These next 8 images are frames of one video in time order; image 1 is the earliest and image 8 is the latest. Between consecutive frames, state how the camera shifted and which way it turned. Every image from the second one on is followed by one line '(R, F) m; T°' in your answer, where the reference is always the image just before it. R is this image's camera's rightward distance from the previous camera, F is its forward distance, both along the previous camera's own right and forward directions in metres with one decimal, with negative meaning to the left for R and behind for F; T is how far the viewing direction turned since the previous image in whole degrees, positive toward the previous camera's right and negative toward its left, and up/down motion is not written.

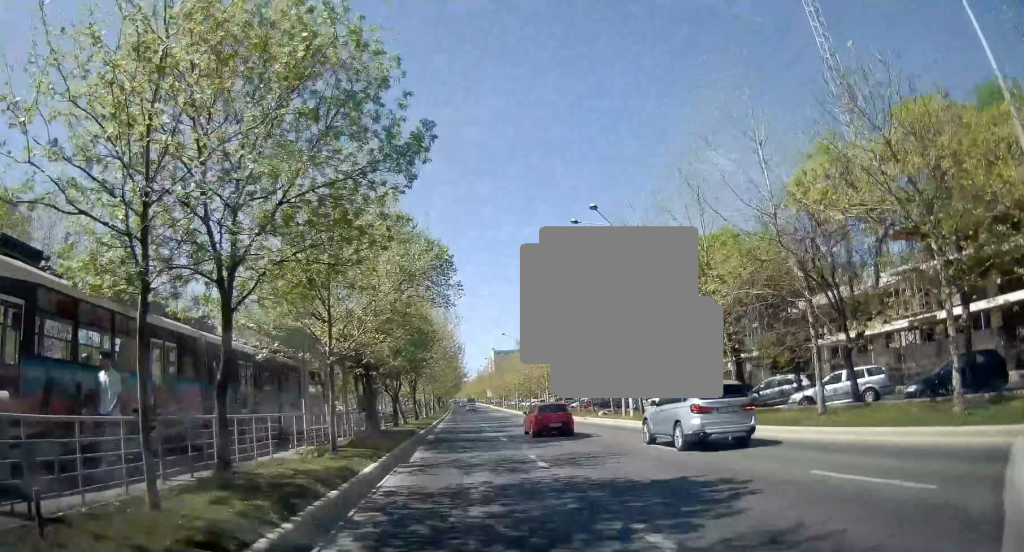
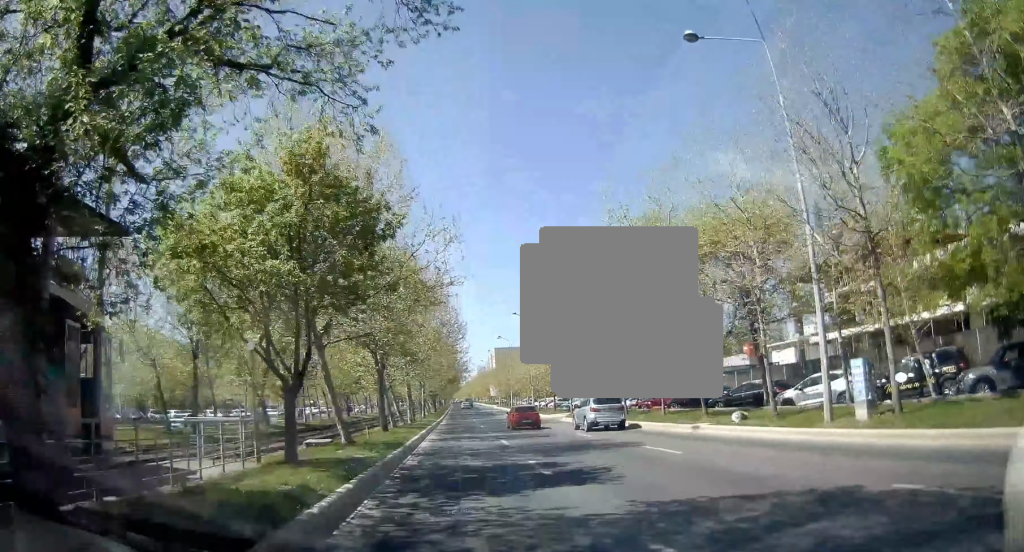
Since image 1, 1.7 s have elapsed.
(-0.1, +20.6) m; 0°
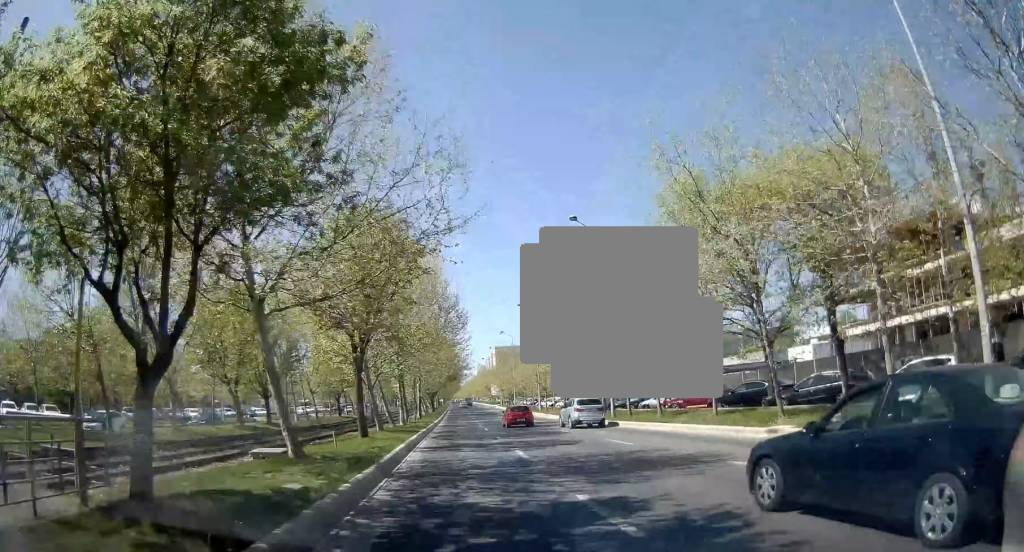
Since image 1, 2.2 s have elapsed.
(0.0, +6.1) m; 0°
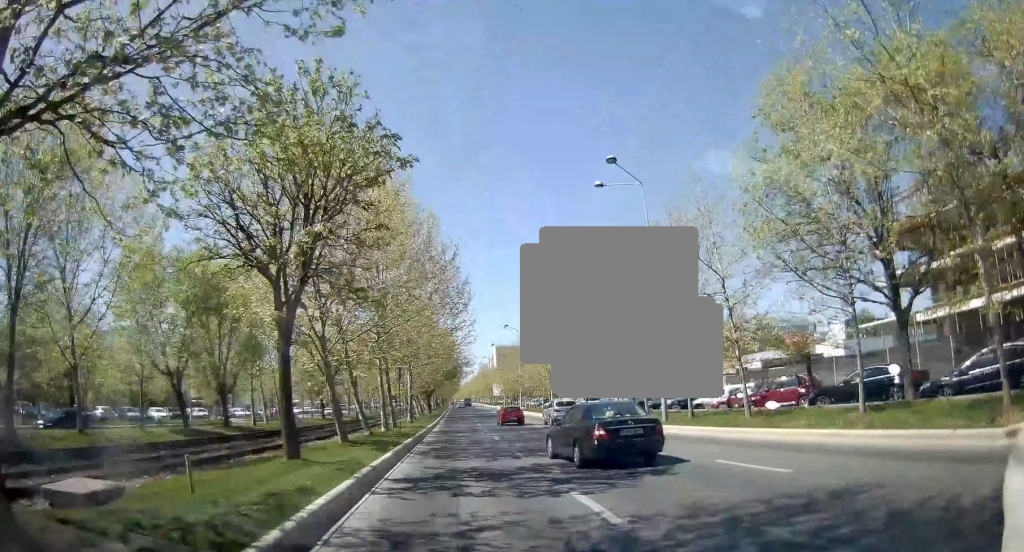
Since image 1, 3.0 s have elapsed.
(0.0, +9.4) m; 0°
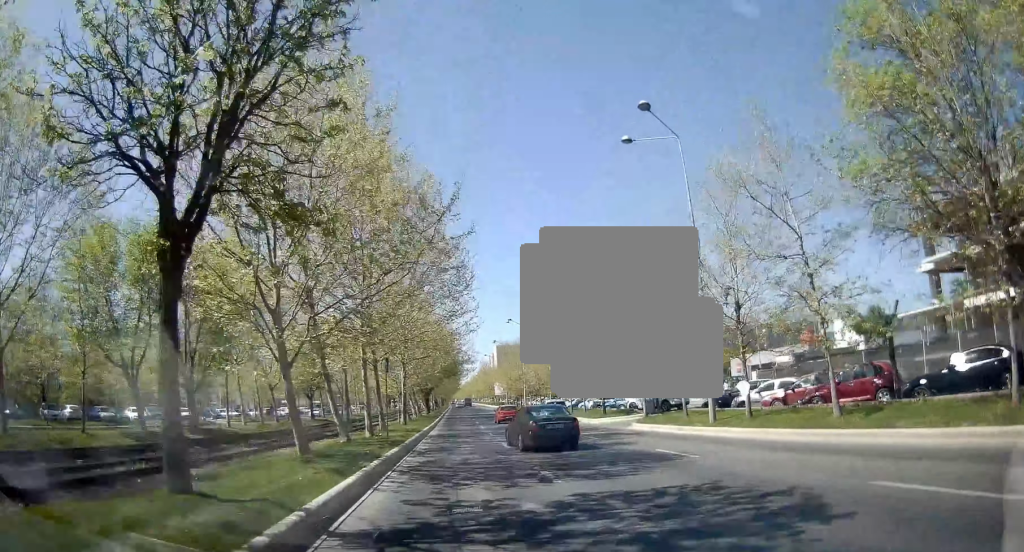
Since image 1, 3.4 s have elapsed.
(0.0, +5.3) m; 0°
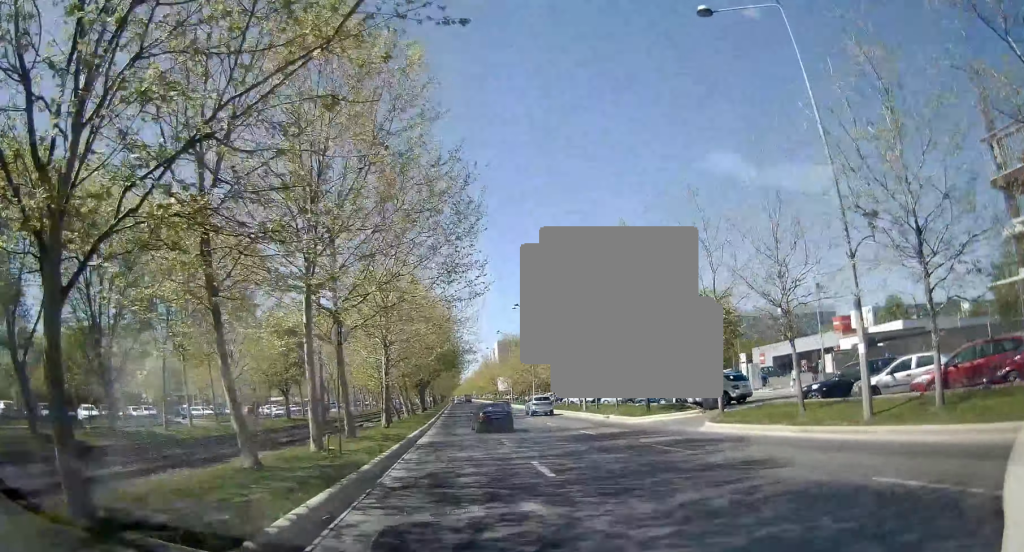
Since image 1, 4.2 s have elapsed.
(+0.1, +9.6) m; +1°
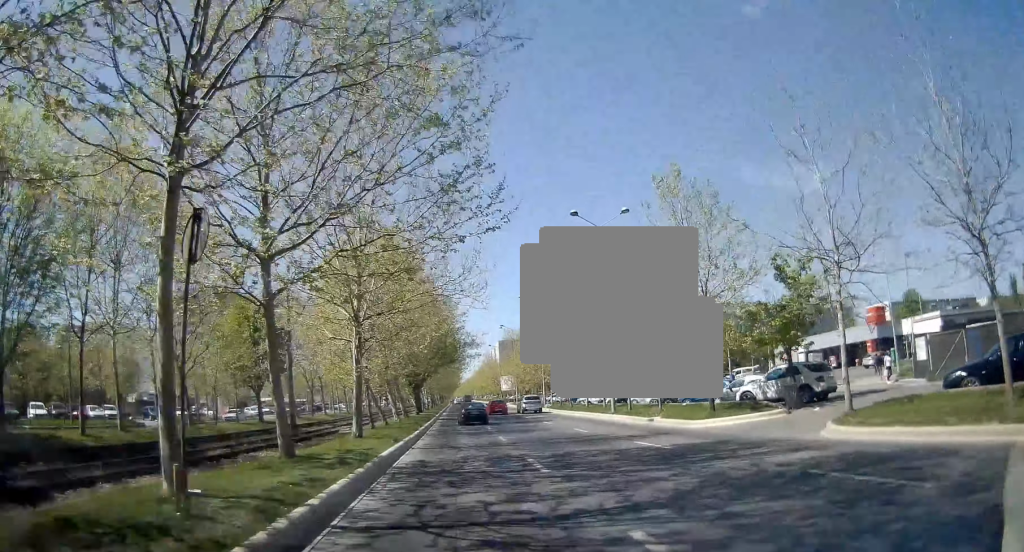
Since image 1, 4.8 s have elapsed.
(+0.1, +8.3) m; 0°
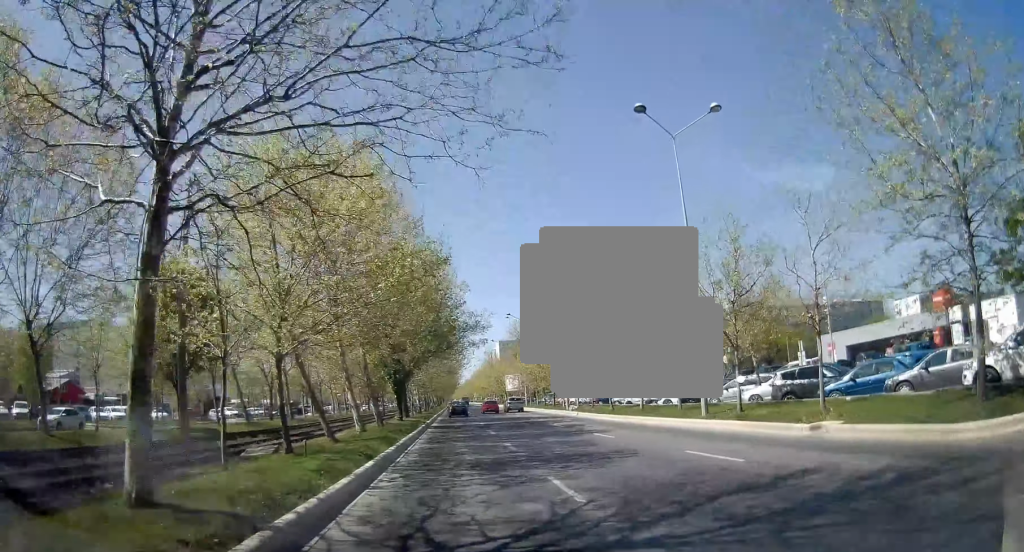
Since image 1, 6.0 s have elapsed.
(0.0, +14.5) m; 0°
